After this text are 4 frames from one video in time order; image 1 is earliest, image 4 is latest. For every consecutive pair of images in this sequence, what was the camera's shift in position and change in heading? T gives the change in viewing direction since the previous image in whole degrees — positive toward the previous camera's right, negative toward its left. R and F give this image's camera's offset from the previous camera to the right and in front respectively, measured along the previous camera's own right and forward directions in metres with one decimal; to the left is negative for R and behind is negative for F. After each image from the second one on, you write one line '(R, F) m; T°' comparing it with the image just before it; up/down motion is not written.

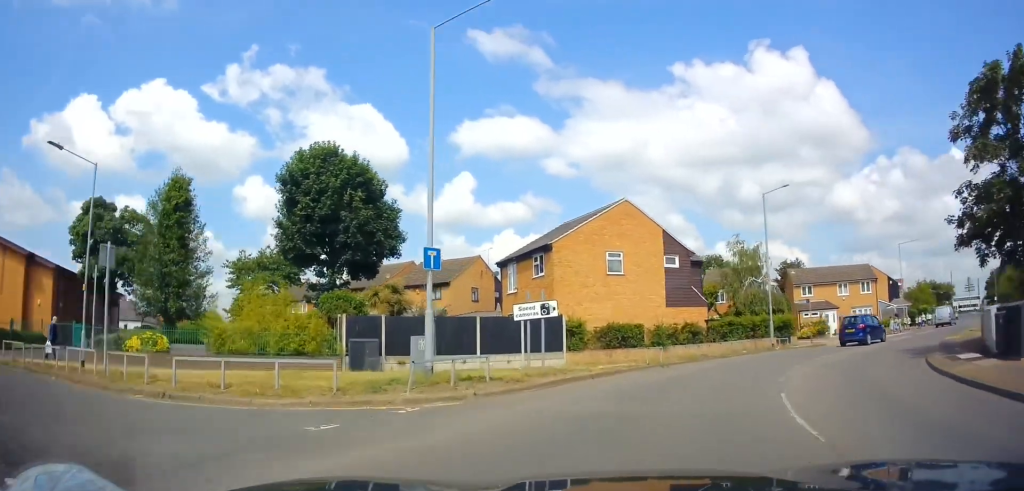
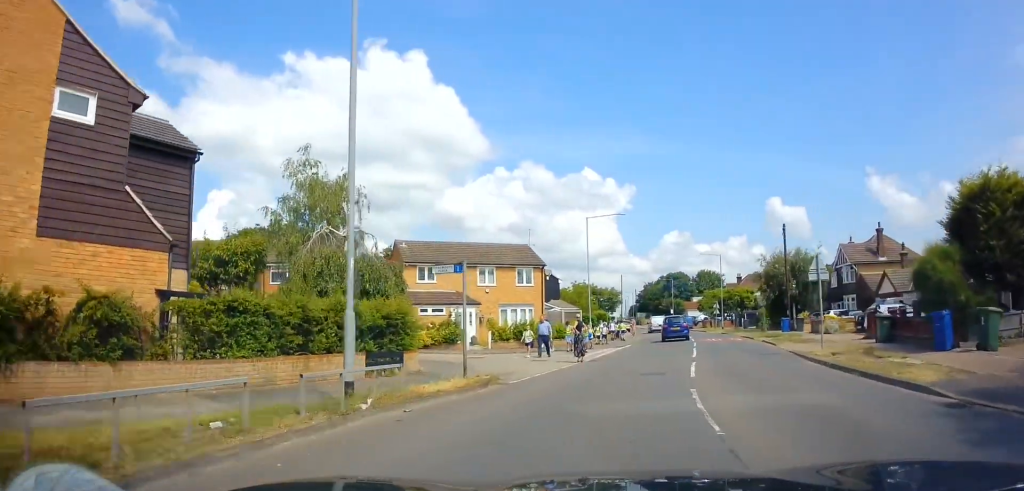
(+7.5, +18.3) m; +42°
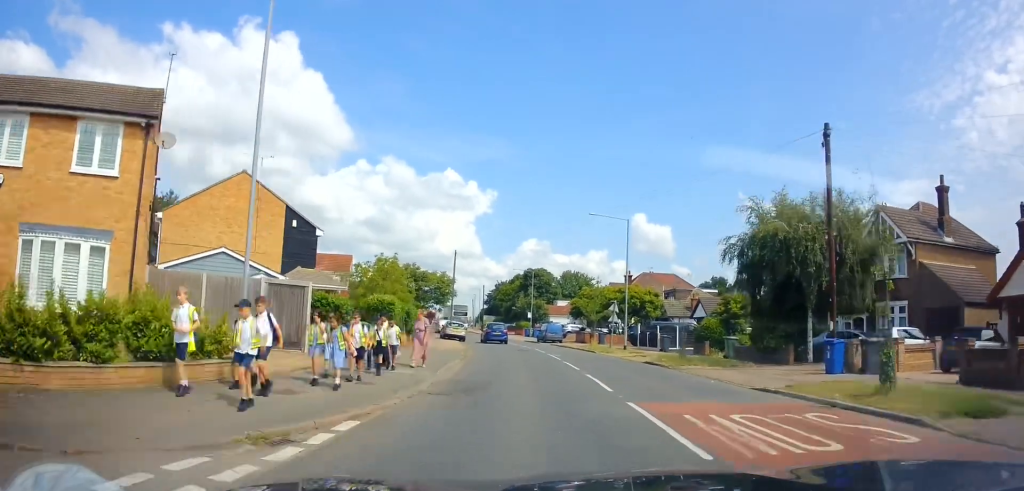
(+5.2, +26.4) m; +15°
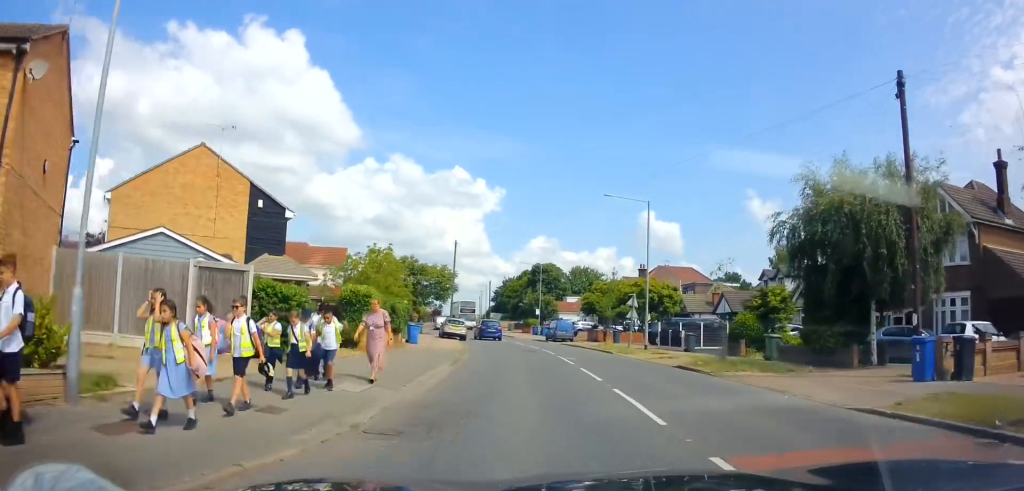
(+0.2, +4.4) m; 0°
